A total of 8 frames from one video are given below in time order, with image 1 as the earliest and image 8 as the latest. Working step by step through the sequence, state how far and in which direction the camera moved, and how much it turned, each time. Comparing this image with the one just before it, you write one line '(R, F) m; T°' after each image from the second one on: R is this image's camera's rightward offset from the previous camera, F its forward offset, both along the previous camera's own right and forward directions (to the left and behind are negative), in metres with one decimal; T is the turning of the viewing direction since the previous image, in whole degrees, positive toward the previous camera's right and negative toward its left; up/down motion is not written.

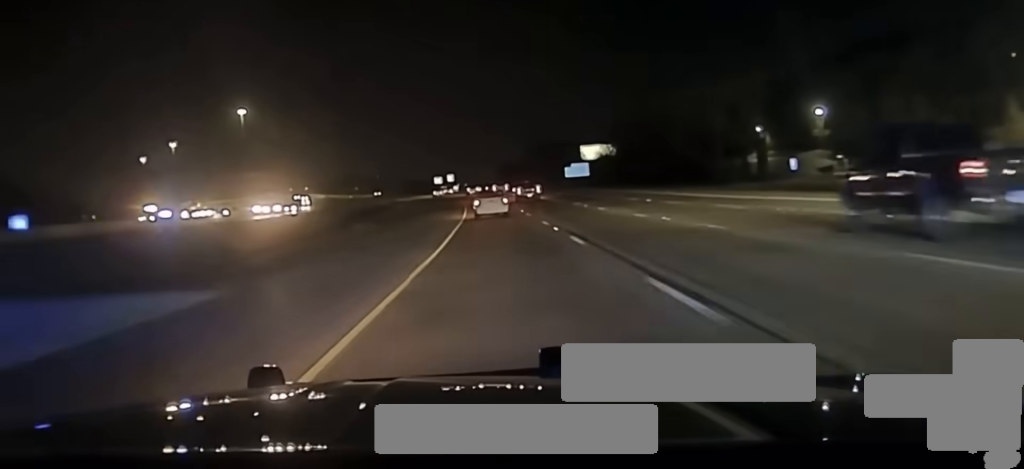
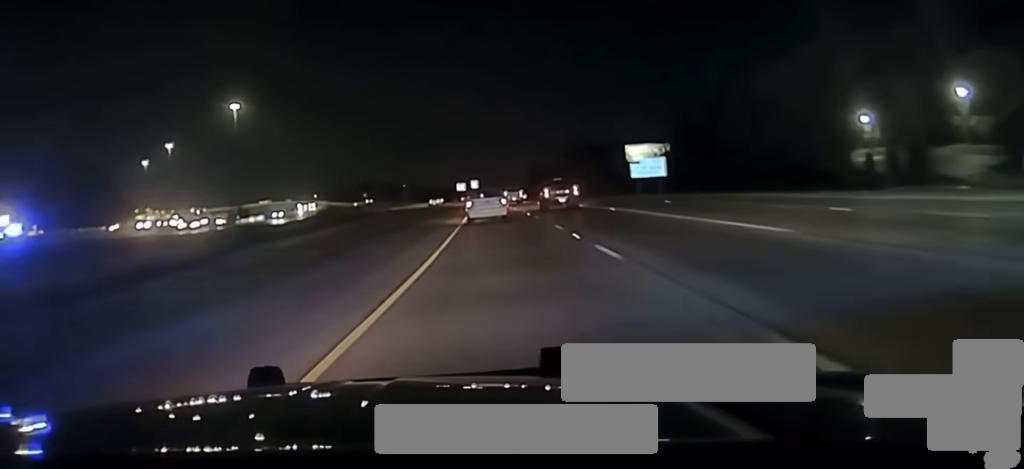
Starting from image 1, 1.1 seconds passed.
(0.0, +56.3) m; -2°
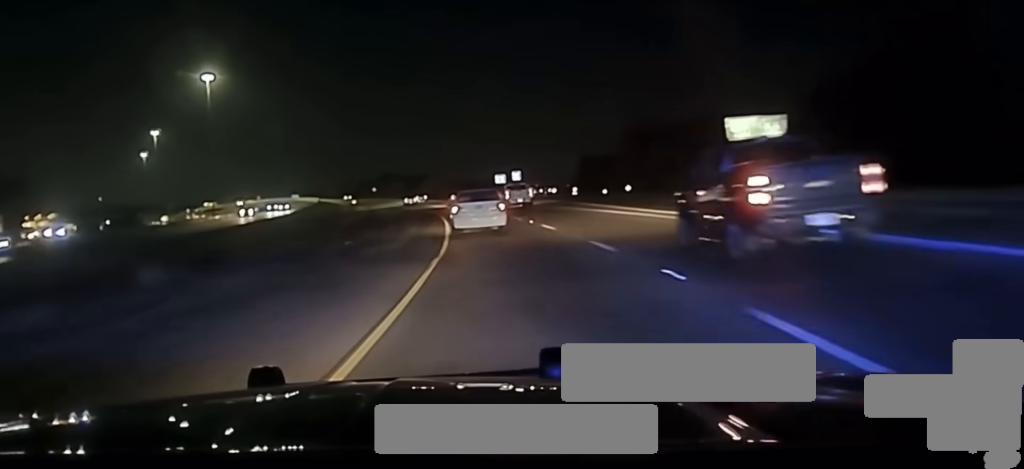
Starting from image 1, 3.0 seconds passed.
(-3.7, +87.8) m; -5°
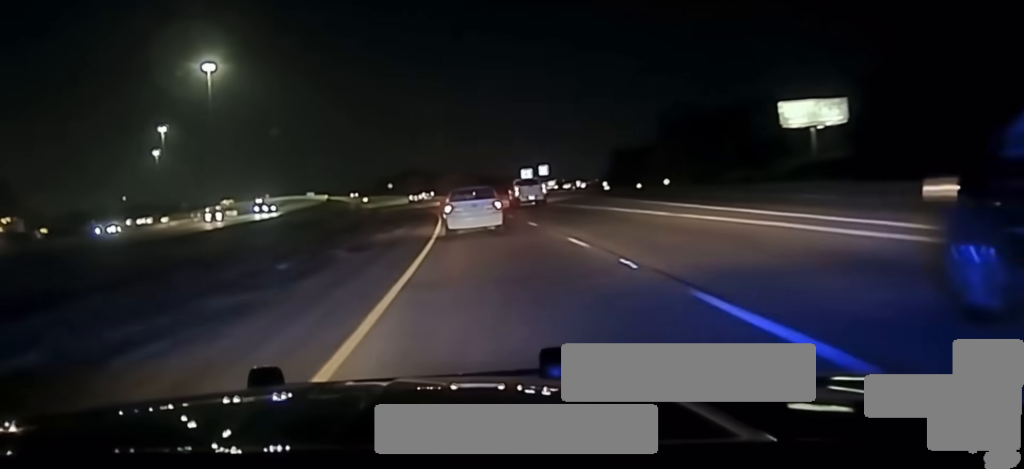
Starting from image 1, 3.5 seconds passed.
(-0.1, +25.7) m; -2°
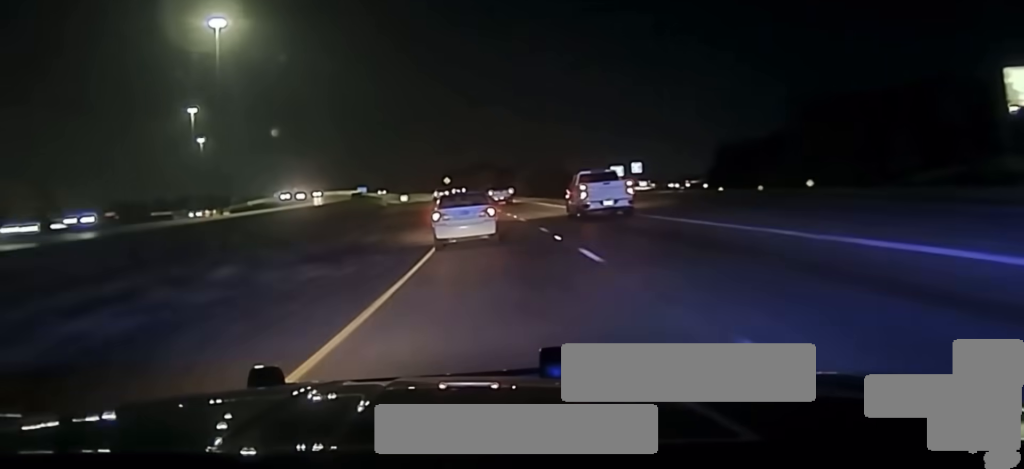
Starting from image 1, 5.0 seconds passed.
(-3.9, +70.7) m; -5°
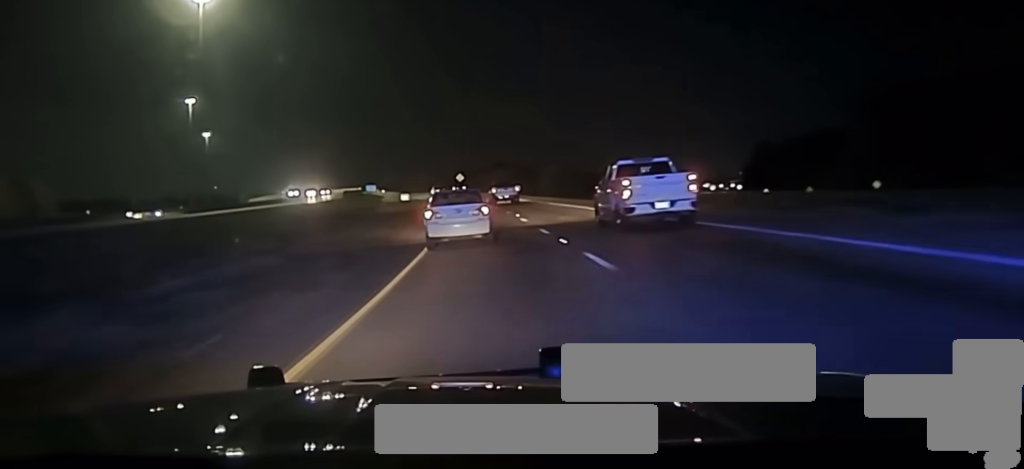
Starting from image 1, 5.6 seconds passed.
(-0.3, +27.0) m; -1°
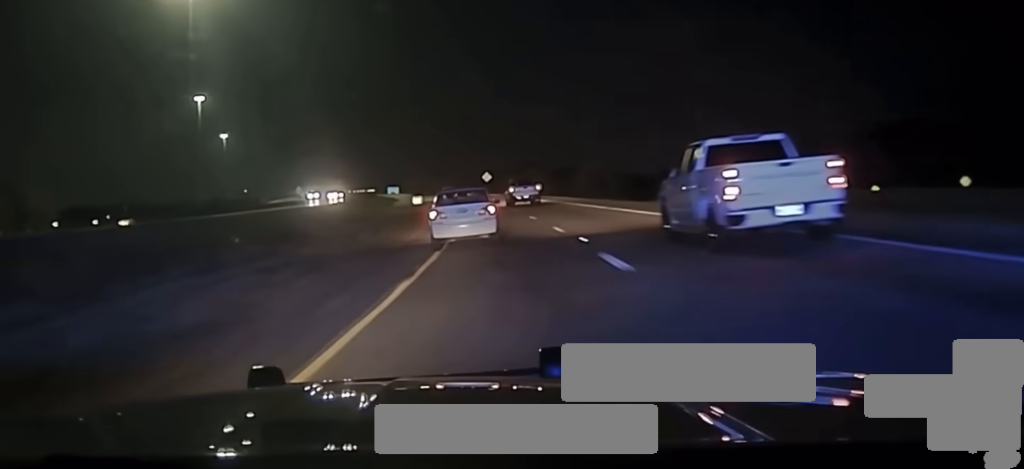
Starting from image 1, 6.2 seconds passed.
(0.0, +23.1) m; -1°
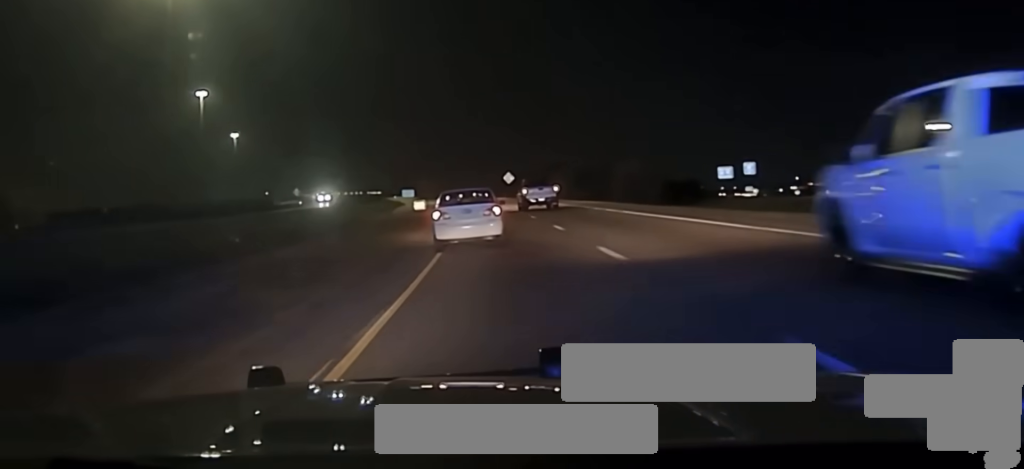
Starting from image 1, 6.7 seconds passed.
(-0.3, +19.0) m; -1°
